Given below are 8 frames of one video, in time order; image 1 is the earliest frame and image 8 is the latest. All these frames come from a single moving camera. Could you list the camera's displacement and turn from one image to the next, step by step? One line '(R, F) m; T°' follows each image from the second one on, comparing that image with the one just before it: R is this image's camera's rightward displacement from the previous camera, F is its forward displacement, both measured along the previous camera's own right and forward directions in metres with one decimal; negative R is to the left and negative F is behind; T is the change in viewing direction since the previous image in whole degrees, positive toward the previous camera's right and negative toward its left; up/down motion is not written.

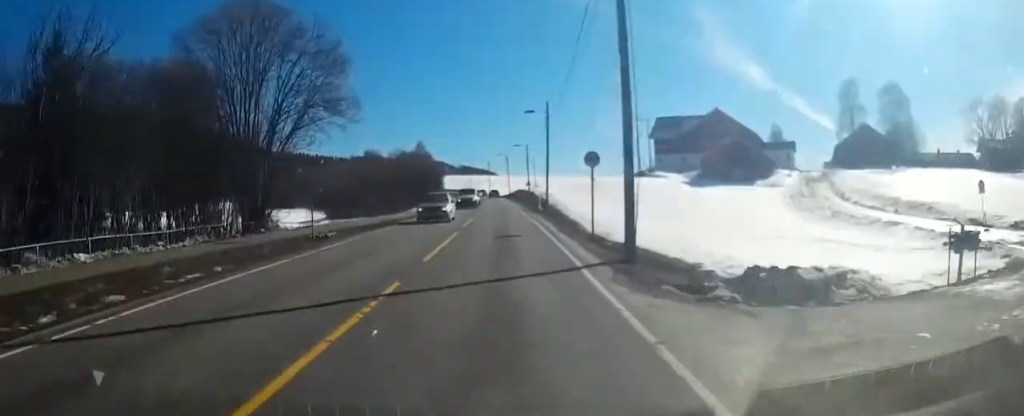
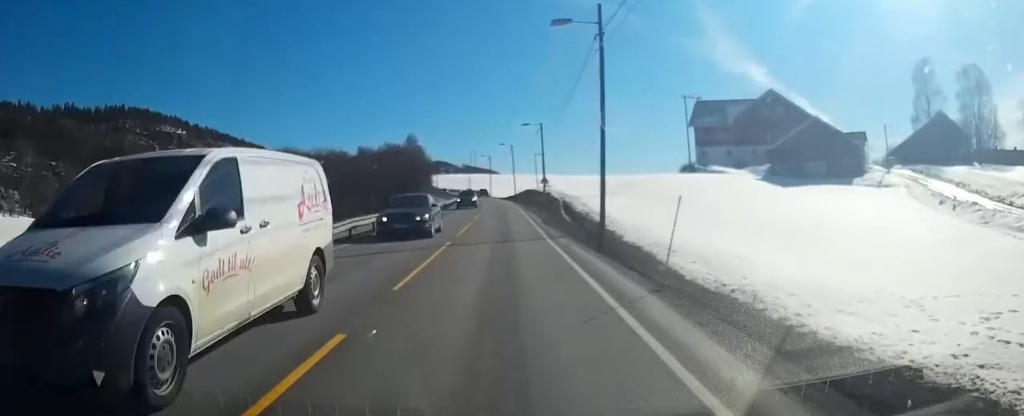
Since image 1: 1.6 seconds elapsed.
(-0.2, +27.2) m; -1°
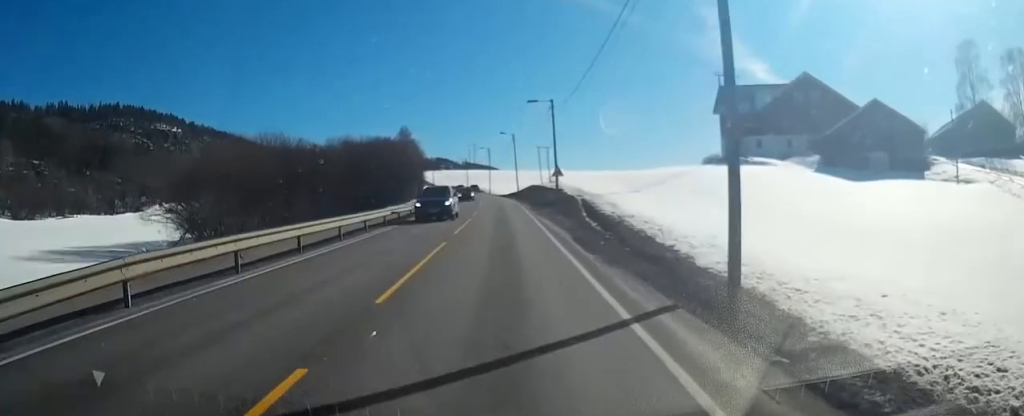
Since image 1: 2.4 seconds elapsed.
(-0.1, +13.2) m; -1°
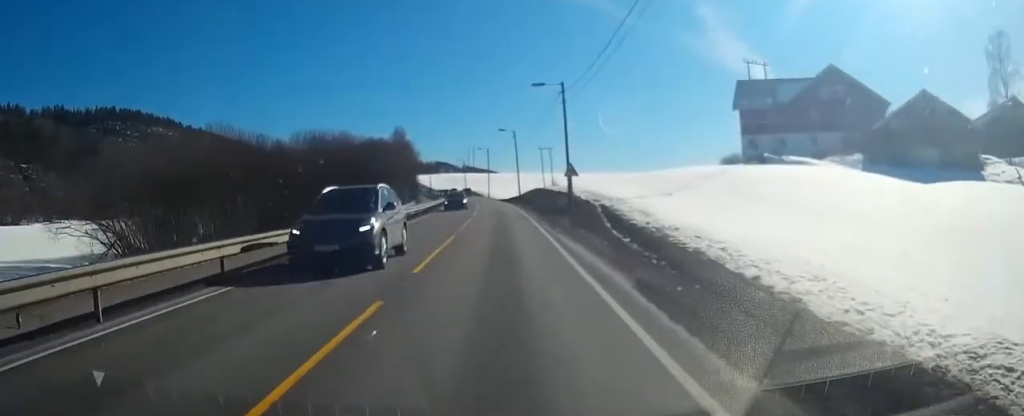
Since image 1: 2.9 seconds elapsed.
(0.0, +8.7) m; 0°
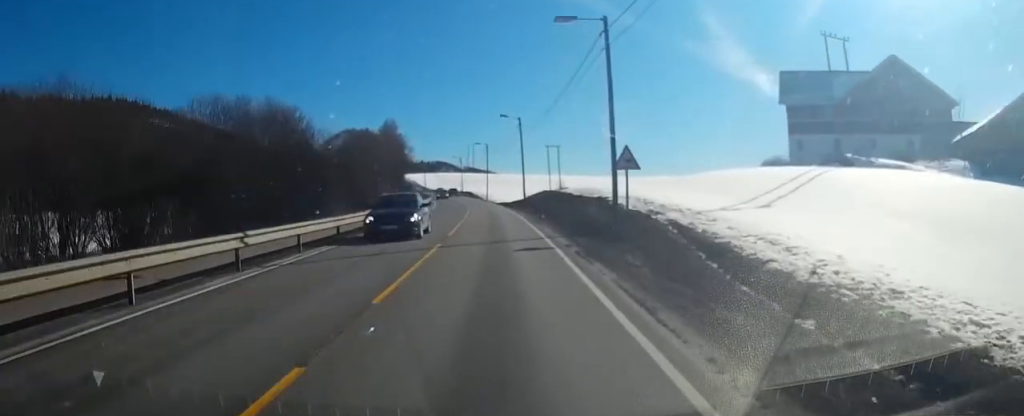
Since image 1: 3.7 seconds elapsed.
(-0.1, +15.1) m; -1°
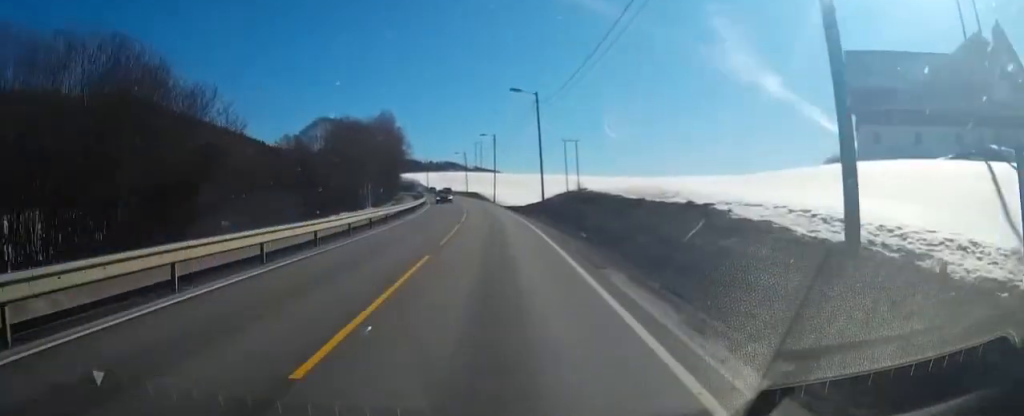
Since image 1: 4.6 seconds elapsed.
(-0.1, +15.2) m; -1°
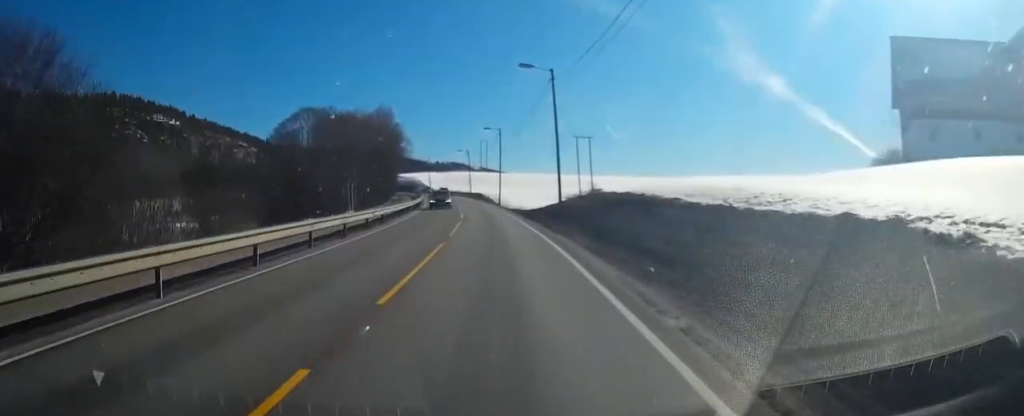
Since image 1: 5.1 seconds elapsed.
(-0.1, +8.8) m; 0°
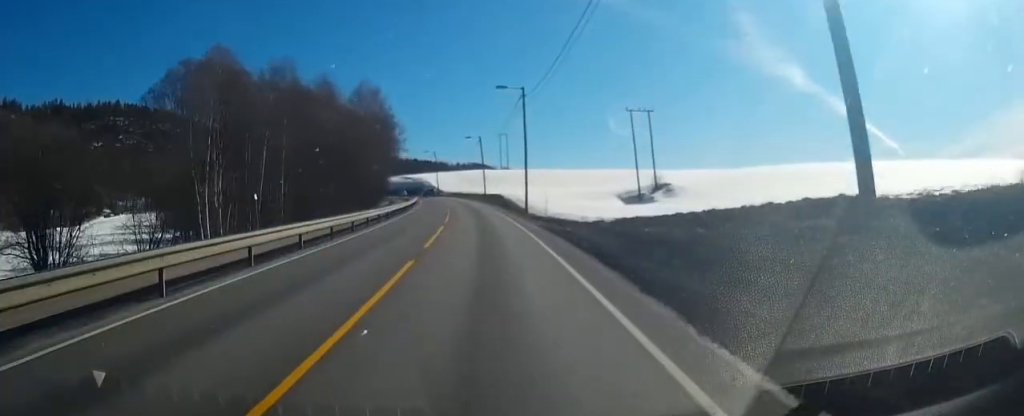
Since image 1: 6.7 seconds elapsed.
(-0.2, +28.0) m; -2°
